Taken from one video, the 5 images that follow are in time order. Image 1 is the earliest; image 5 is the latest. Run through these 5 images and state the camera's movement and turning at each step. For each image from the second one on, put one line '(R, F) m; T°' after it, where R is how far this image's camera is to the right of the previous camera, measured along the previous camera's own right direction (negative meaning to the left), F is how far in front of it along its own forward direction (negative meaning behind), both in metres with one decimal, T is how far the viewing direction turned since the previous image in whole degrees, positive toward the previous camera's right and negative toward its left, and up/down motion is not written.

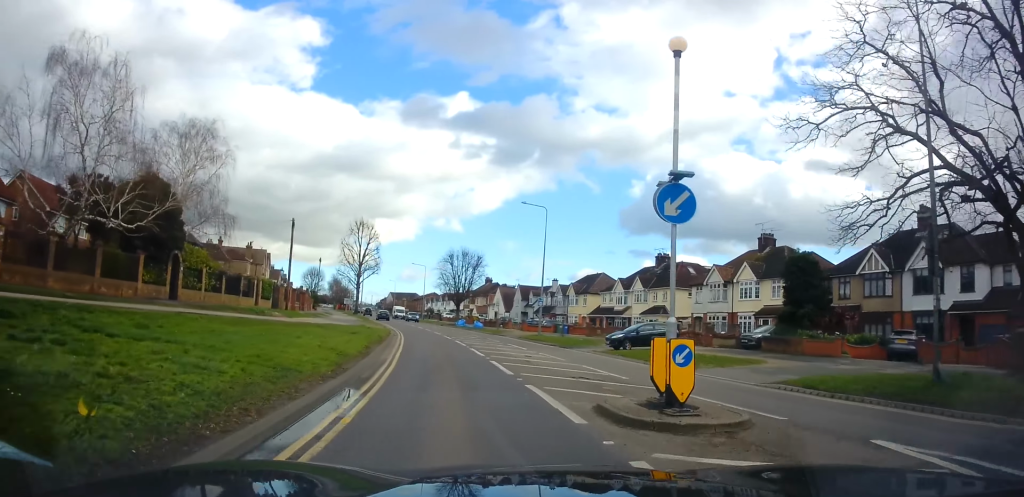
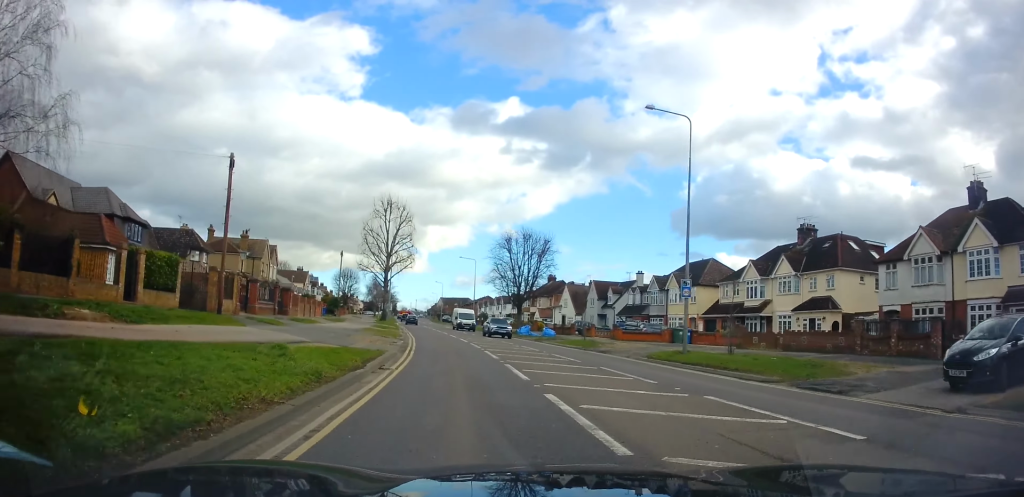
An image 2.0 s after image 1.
(-1.5, +20.4) m; -6°
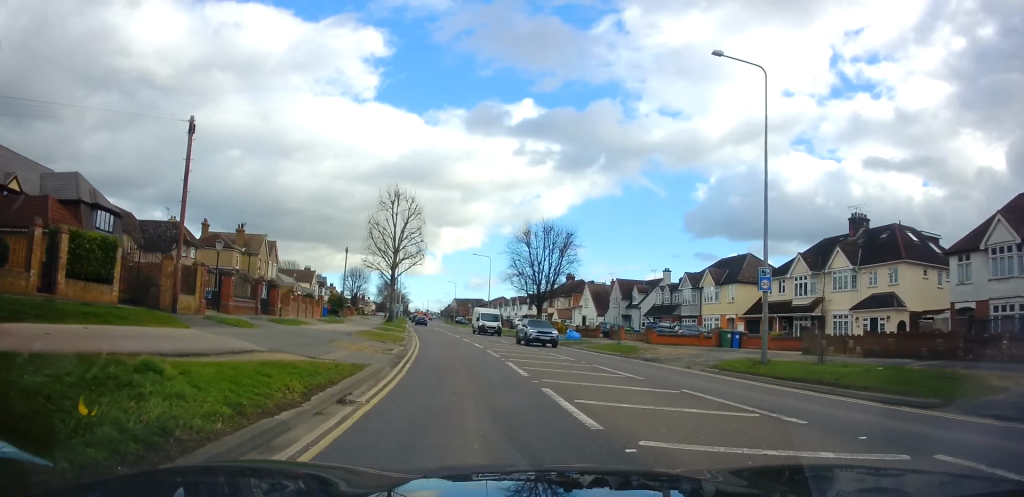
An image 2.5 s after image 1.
(+0.3, +5.4) m; -2°
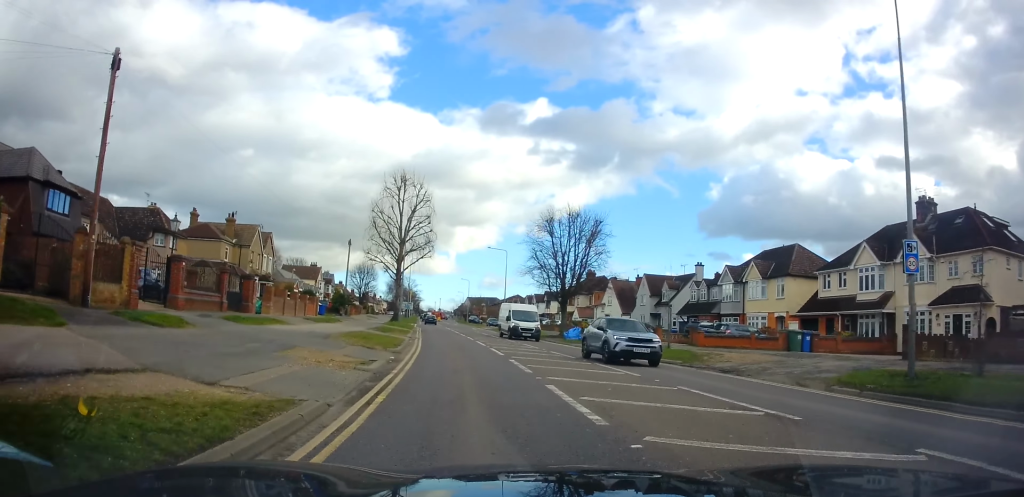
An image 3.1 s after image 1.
(-0.4, +6.3) m; -2°
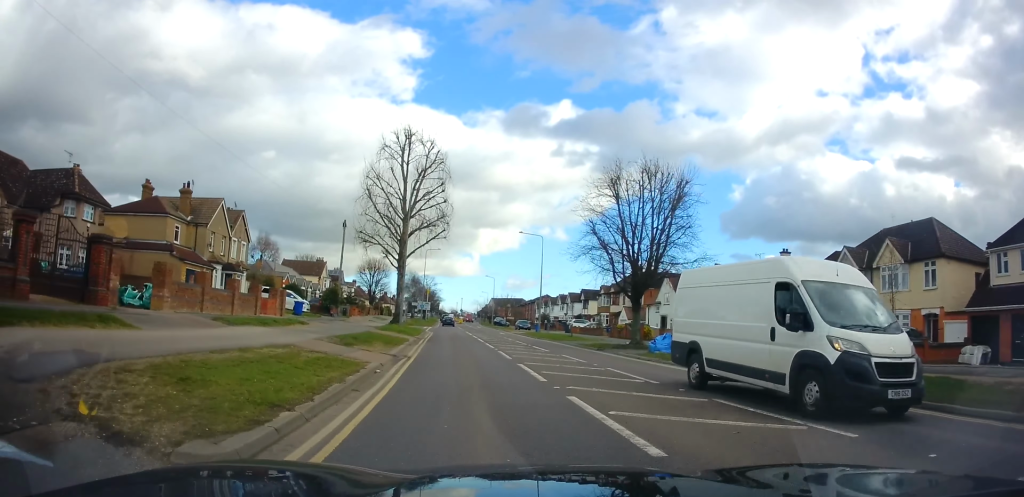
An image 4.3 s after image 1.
(-0.2, +14.3) m; -2°
